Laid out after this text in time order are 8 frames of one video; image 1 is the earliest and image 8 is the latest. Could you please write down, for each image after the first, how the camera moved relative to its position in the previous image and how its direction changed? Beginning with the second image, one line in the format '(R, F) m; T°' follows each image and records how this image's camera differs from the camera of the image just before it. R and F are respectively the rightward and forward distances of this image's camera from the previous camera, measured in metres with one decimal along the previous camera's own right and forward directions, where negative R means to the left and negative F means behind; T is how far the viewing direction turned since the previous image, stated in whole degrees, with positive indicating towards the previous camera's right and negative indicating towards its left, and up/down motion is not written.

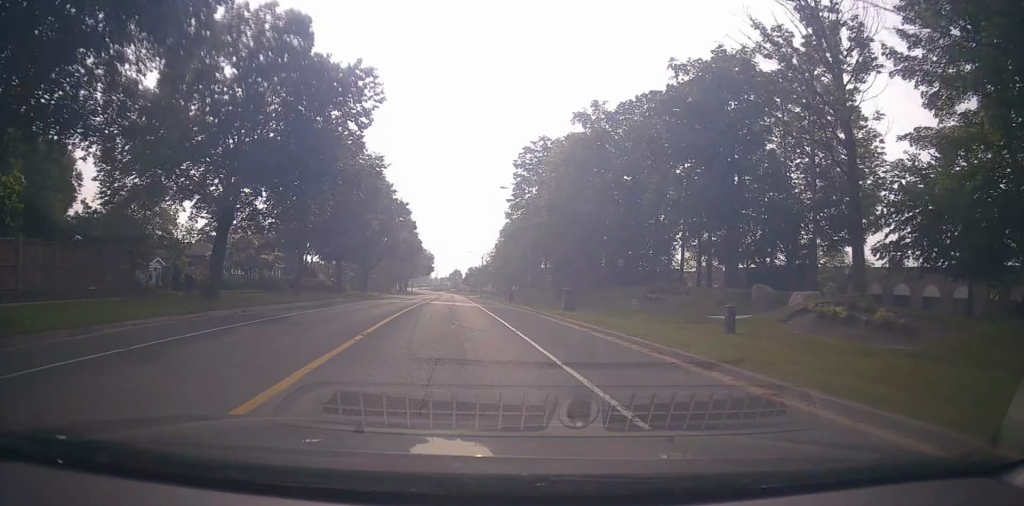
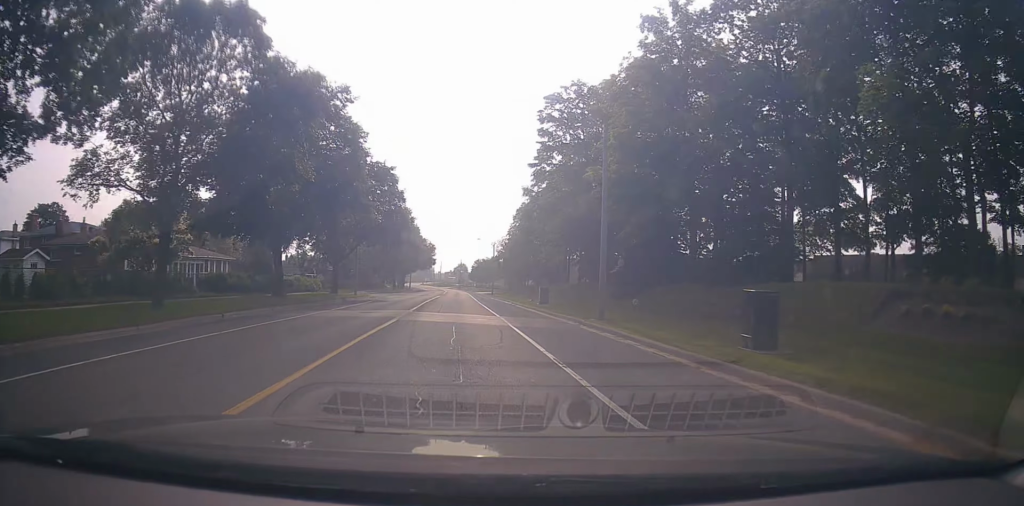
(+0.3, +19.8) m; +1°
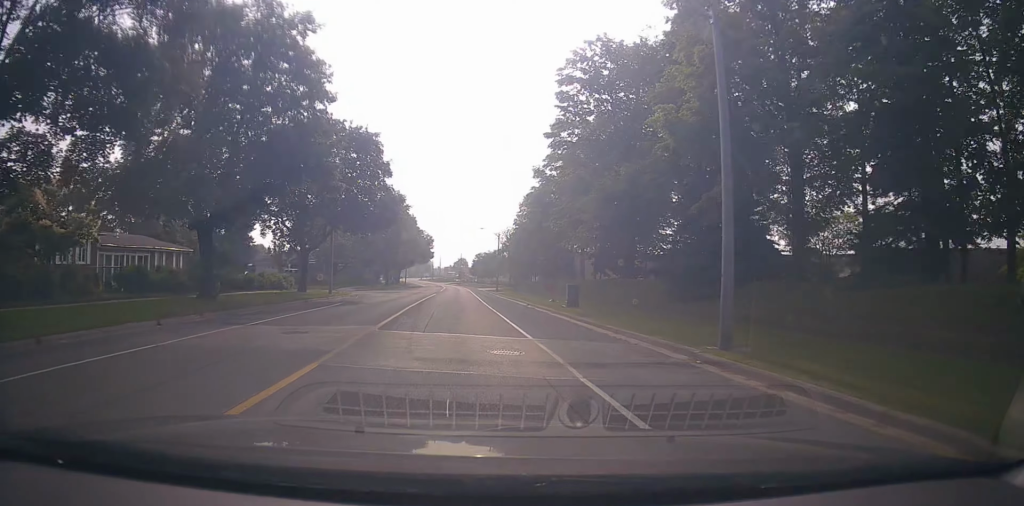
(0.0, +10.4) m; 0°
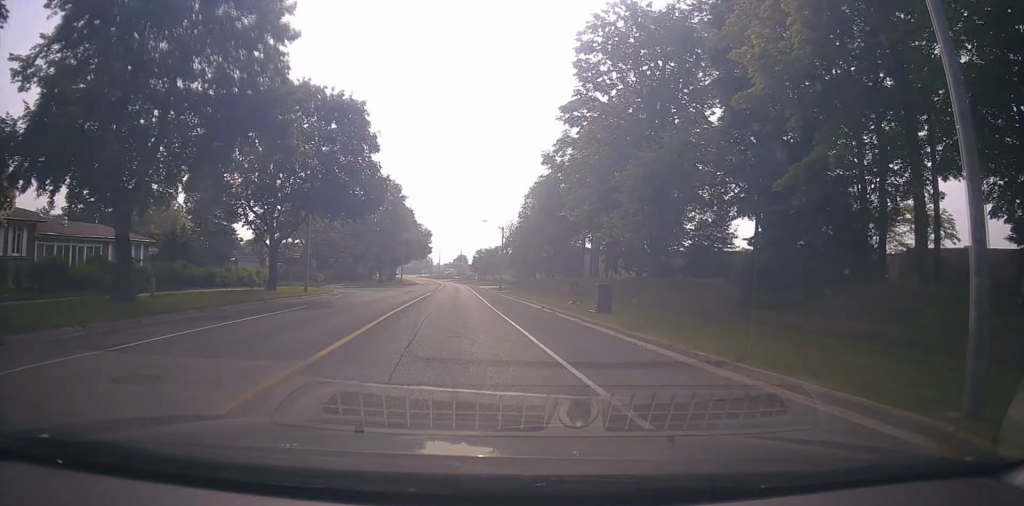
(0.0, +6.7) m; 0°
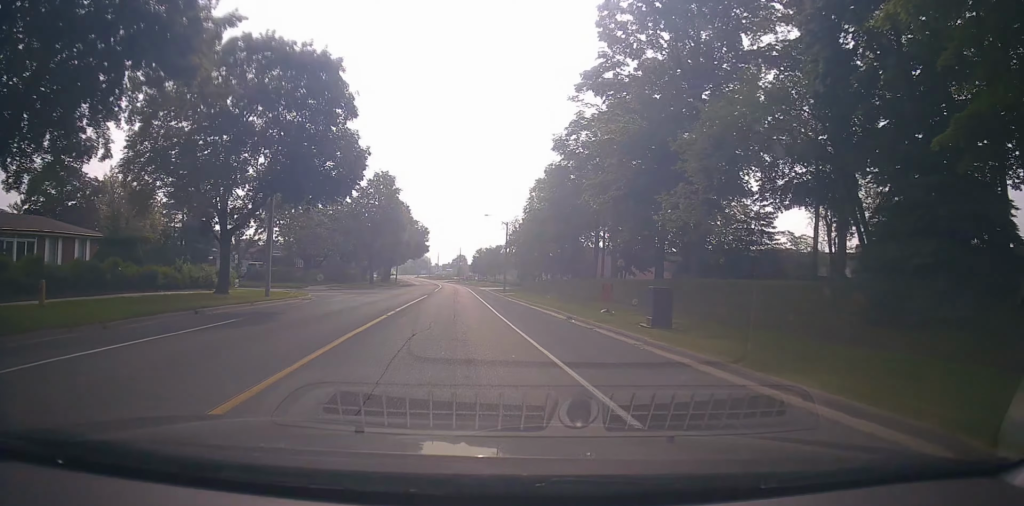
(0.0, +7.1) m; 0°
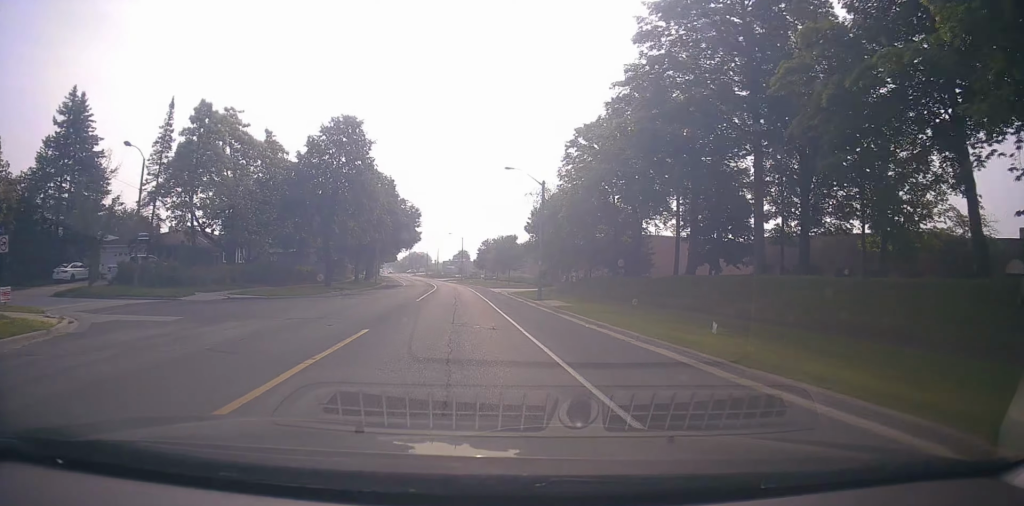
(0.0, +25.2) m; 0°
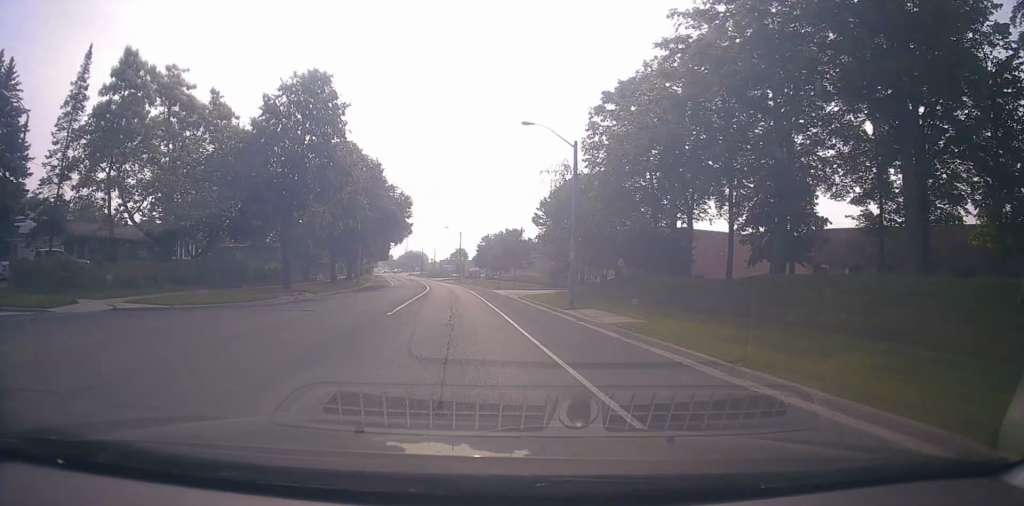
(0.0, +10.8) m; +1°
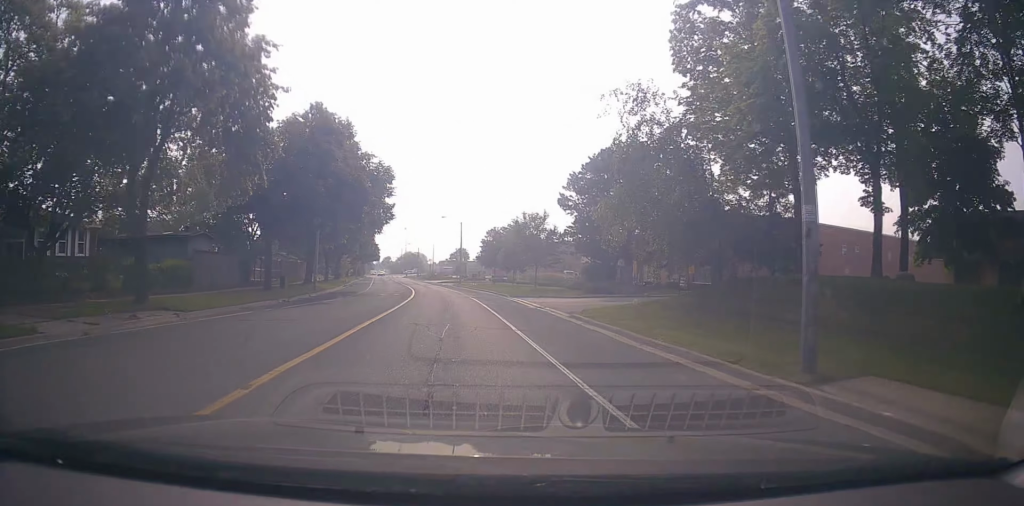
(+0.6, +18.0) m; -1°
